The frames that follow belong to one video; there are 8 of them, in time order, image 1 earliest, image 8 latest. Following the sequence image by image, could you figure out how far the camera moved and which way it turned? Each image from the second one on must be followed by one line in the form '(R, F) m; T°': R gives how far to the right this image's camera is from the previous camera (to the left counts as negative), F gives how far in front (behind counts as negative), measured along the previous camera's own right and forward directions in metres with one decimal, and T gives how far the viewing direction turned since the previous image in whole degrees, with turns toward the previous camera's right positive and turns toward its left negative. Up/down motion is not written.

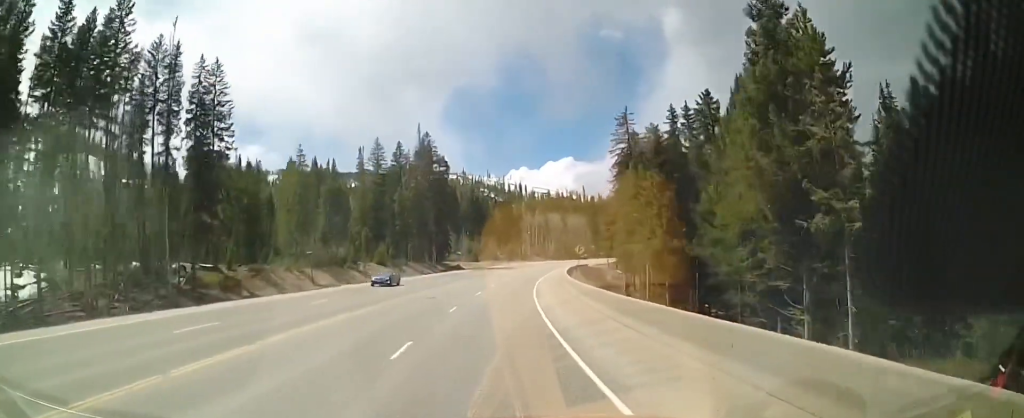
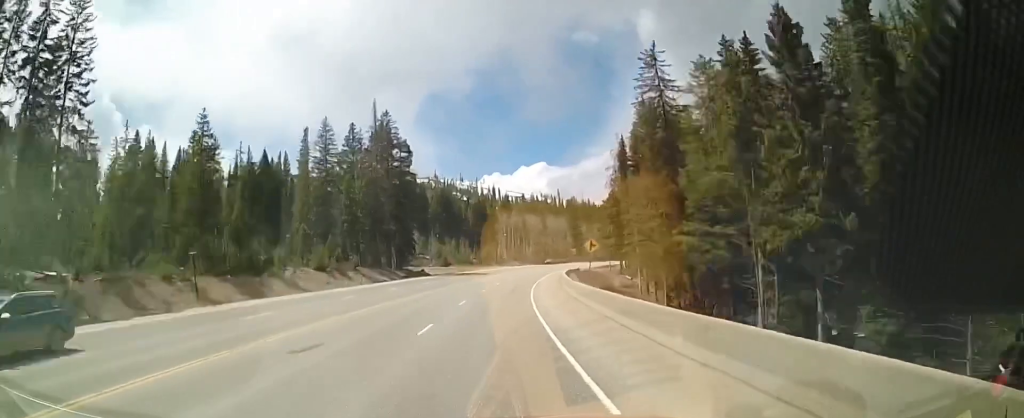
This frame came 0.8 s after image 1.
(+0.6, +19.5) m; +2°
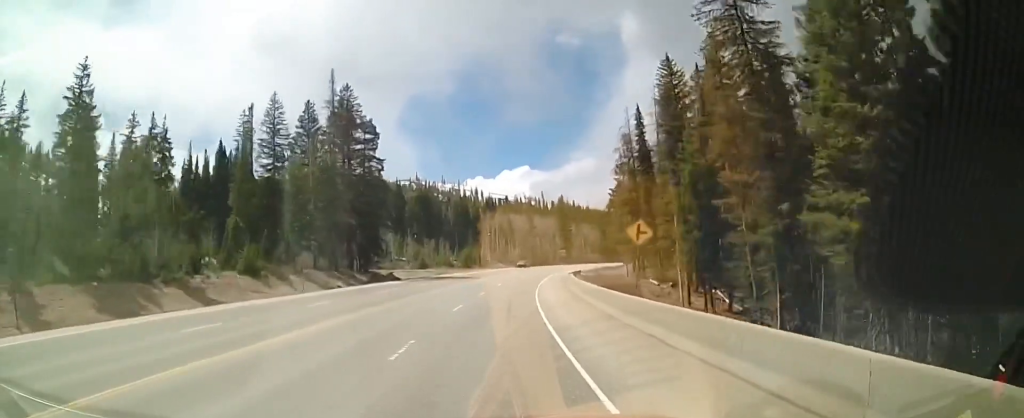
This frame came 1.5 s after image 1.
(+0.2, +16.2) m; +2°
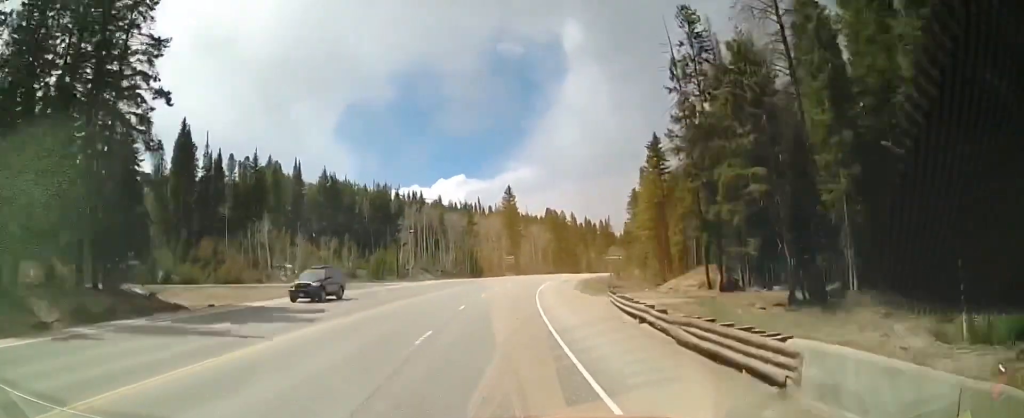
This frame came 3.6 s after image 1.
(+2.5, +46.9) m; +5°
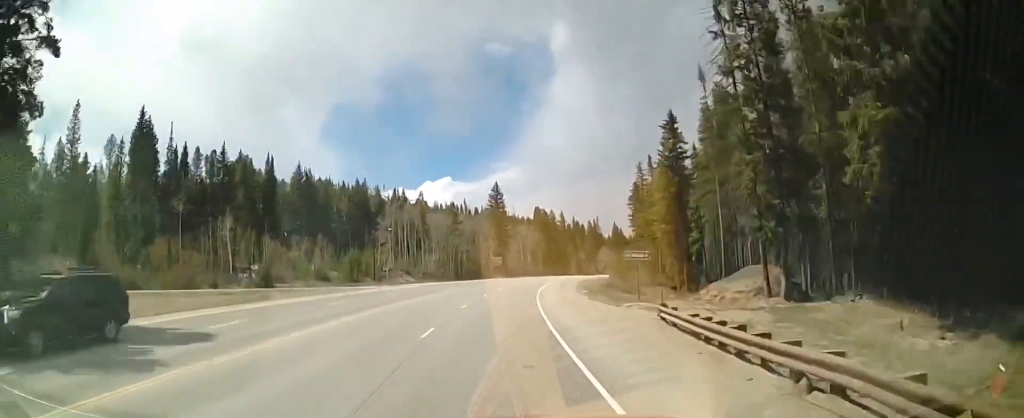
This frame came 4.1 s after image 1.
(-0.1, +10.3) m; +1°
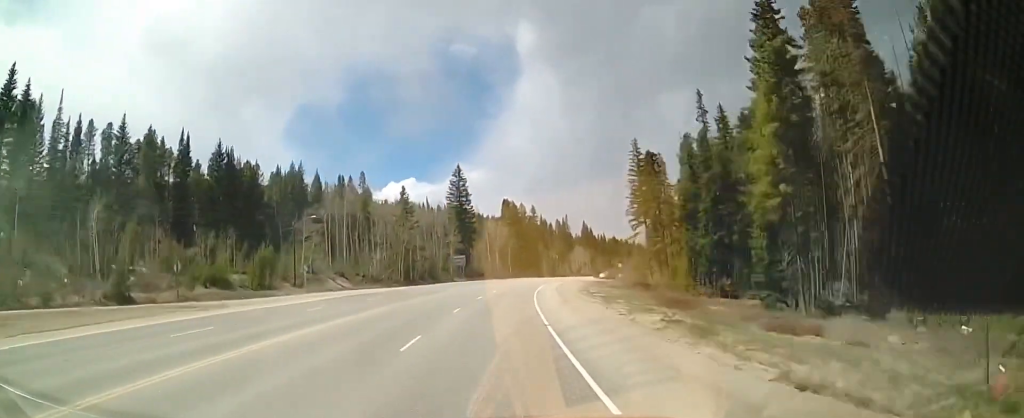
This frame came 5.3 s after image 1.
(+1.1, +25.9) m; +6°
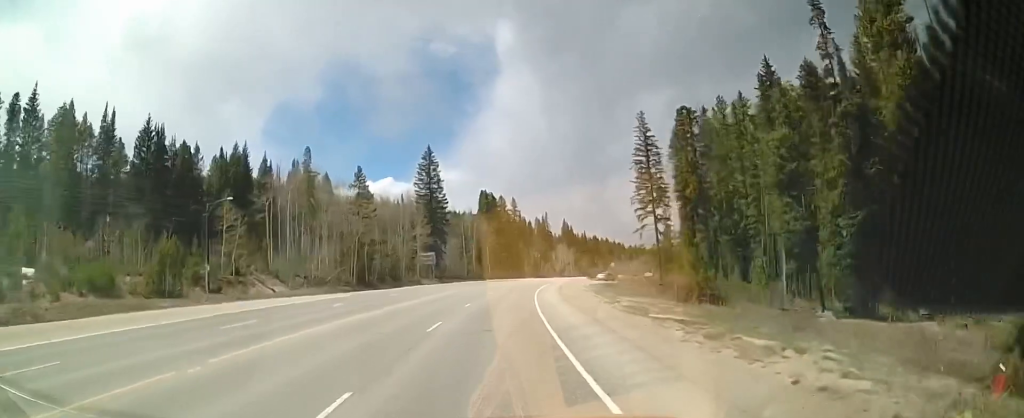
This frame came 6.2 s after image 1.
(+1.0, +19.2) m; +4°
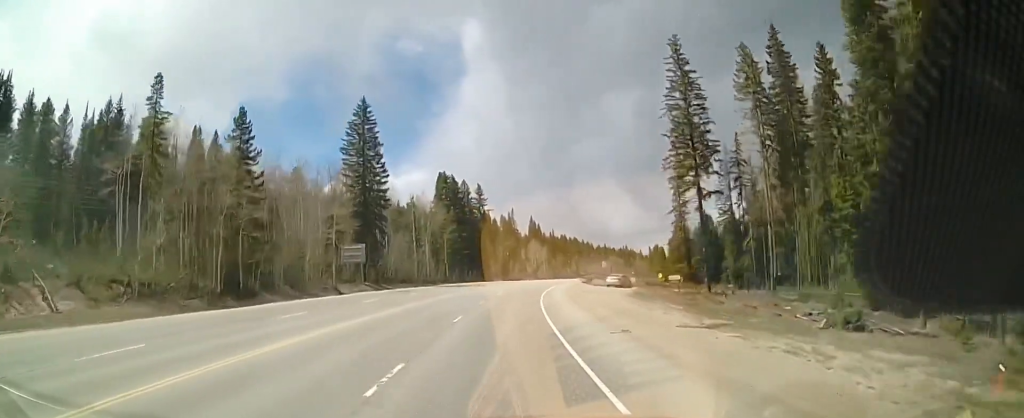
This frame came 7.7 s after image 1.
(+1.1, +31.7) m; +3°
